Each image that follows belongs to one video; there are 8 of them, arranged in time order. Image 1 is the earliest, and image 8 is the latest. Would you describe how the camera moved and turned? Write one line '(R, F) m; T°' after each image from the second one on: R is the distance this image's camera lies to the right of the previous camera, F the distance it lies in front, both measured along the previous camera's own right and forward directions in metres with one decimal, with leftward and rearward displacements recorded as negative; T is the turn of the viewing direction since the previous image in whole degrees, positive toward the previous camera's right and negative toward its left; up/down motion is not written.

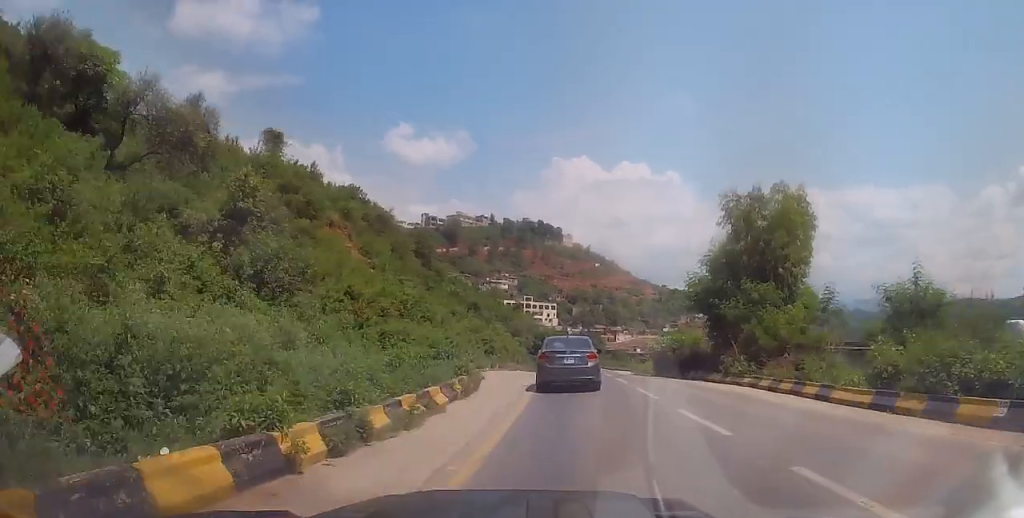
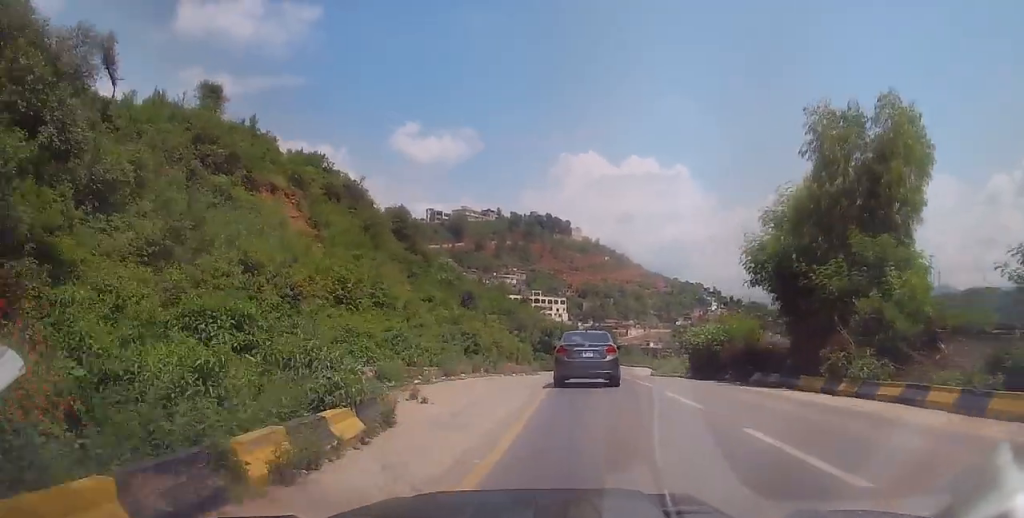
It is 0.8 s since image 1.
(0.0, +10.1) m; -2°
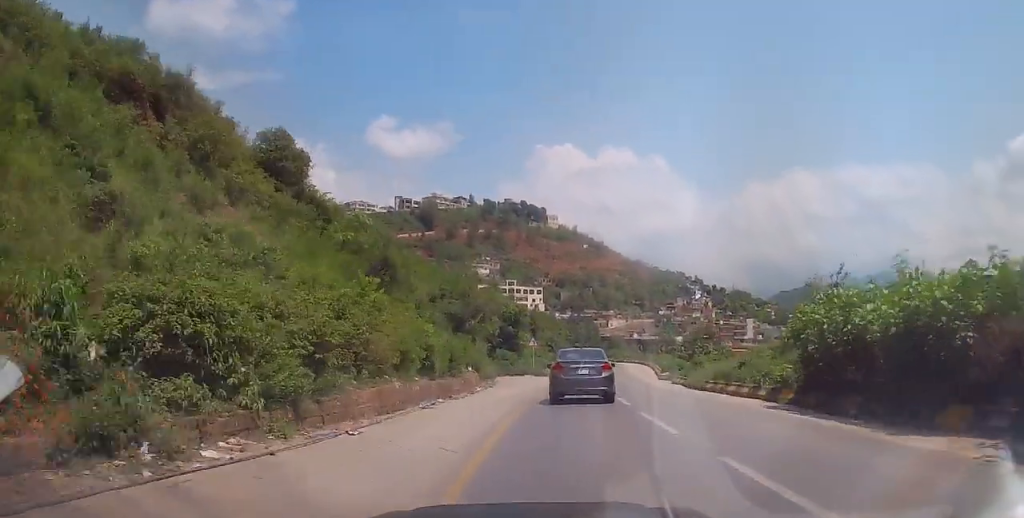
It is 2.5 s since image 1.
(-0.5, +20.0) m; 0°
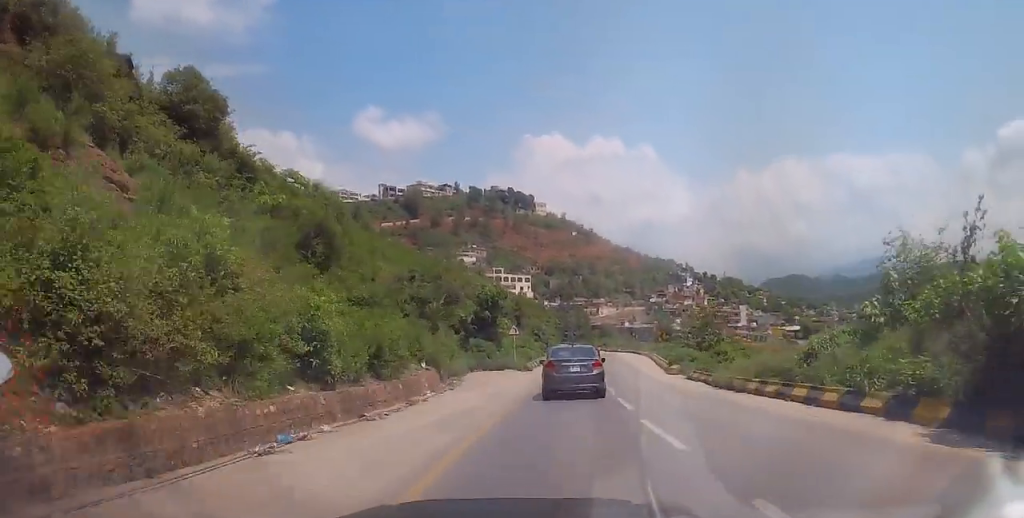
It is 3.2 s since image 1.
(+0.1, +8.1) m; +1°
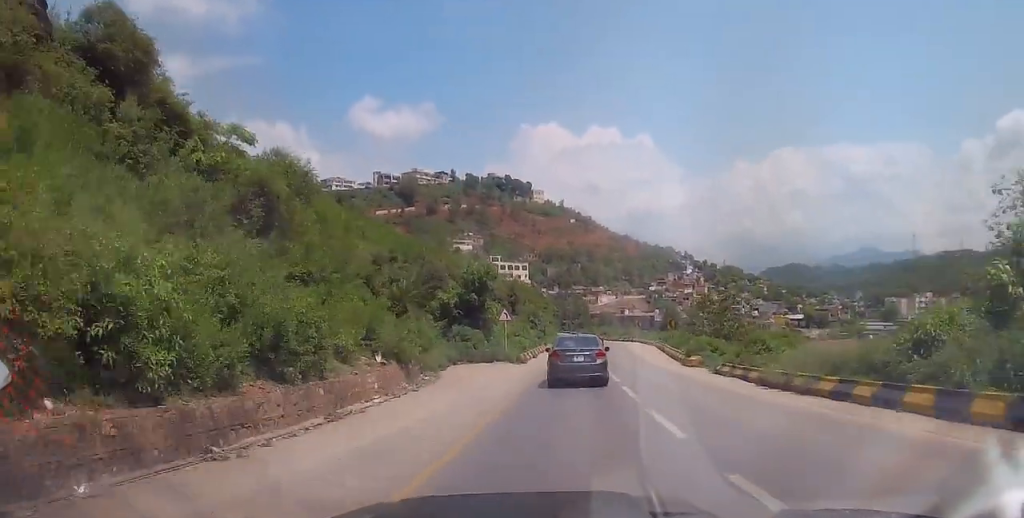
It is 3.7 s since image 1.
(+0.1, +5.7) m; +1°
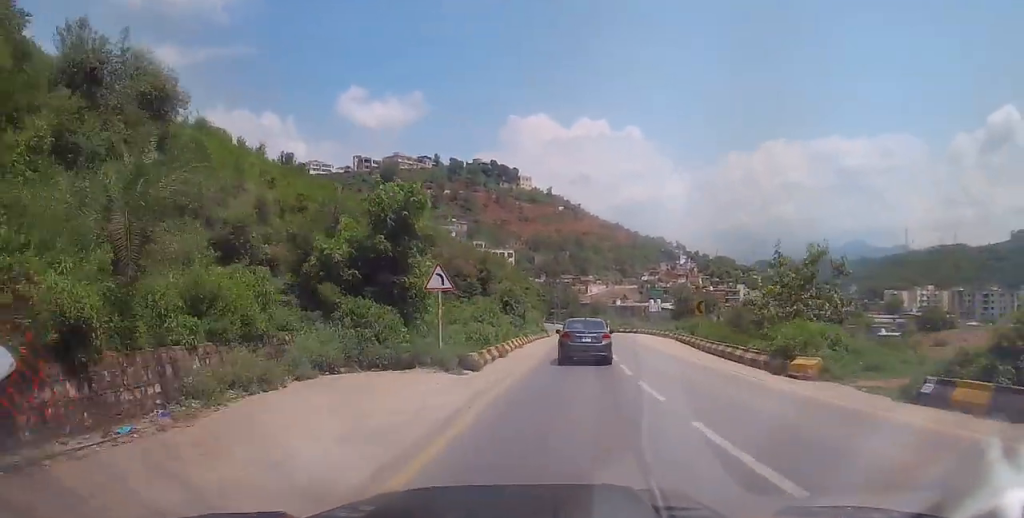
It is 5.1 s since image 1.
(0.0, +15.7) m; 0°
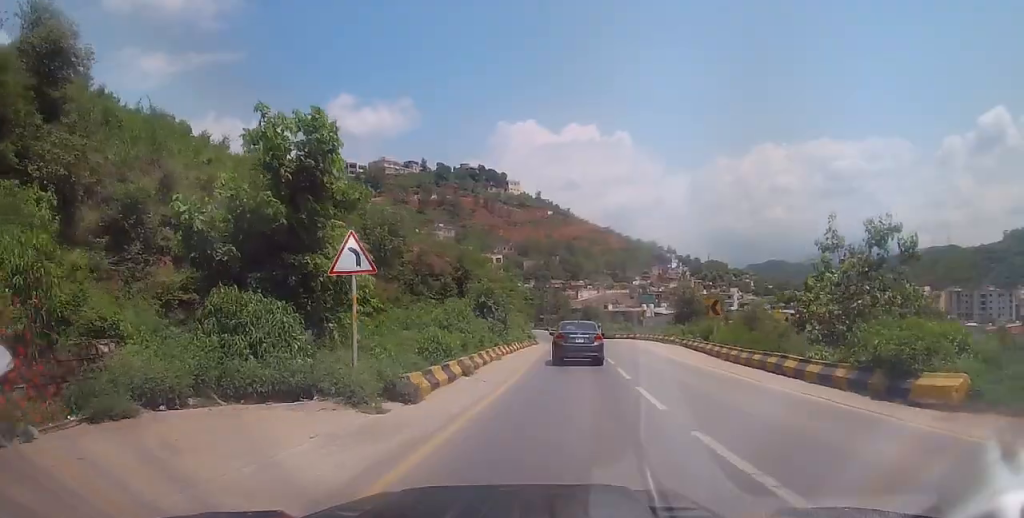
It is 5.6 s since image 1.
(0.0, +6.5) m; 0°
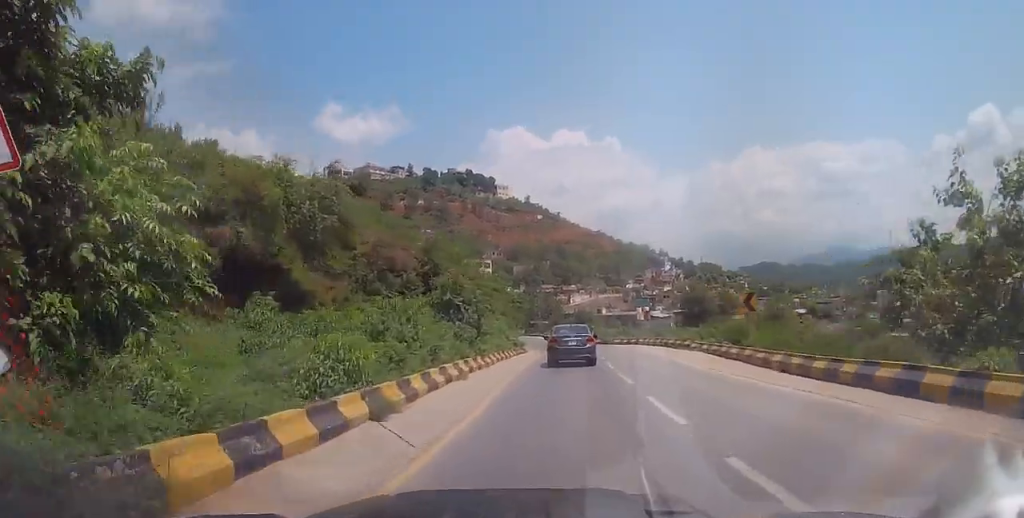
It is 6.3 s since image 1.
(0.0, +7.7) m; +2°
